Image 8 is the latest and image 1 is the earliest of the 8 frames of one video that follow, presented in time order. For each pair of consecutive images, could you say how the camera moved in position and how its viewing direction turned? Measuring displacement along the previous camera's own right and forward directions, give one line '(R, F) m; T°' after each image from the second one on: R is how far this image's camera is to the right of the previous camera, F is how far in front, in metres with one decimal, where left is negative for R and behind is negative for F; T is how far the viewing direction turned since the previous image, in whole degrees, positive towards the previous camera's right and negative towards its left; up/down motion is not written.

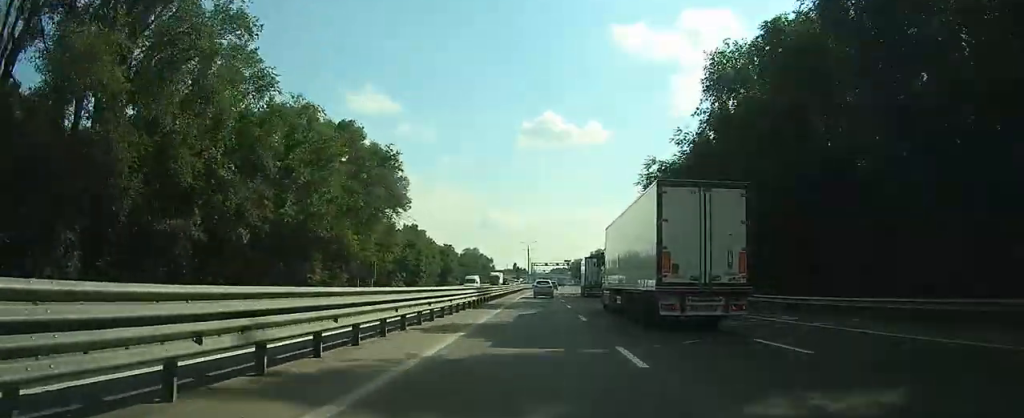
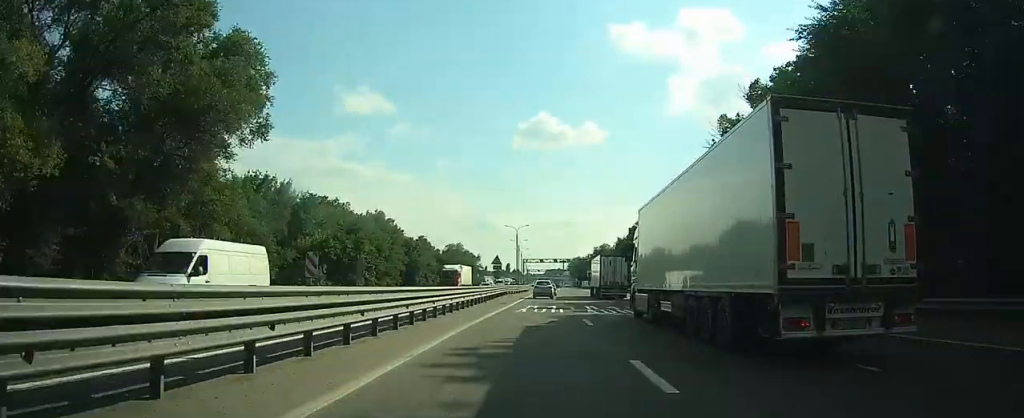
(+0.1, +37.8) m; +1°
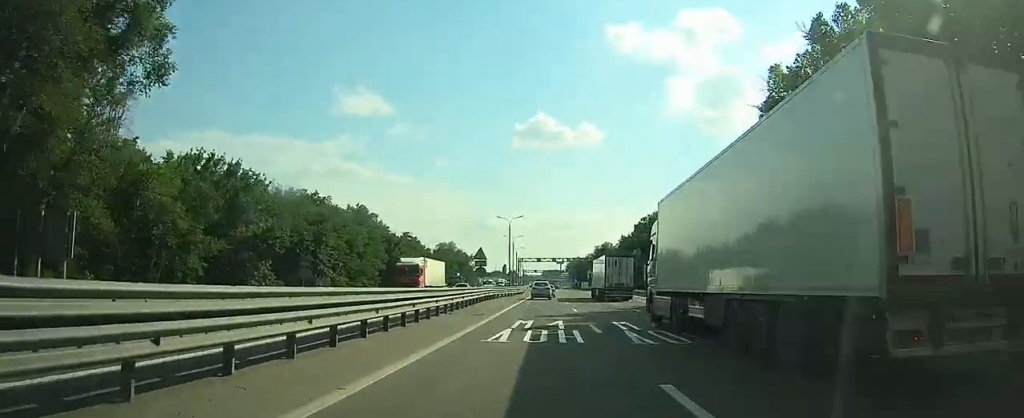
(+0.1, +14.4) m; 0°
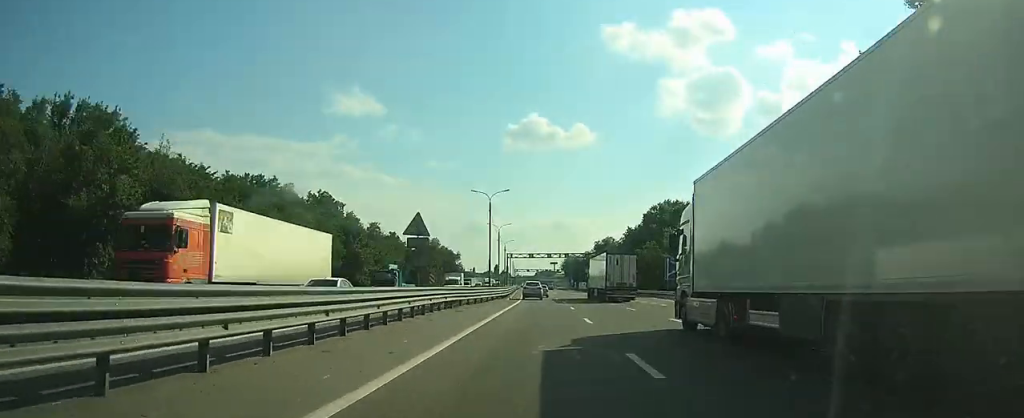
(0.0, +22.1) m; 0°
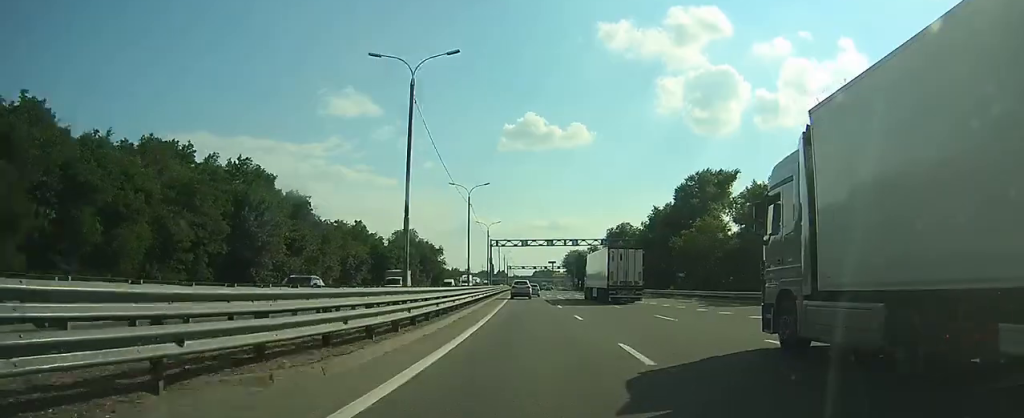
(0.0, +34.9) m; 0°
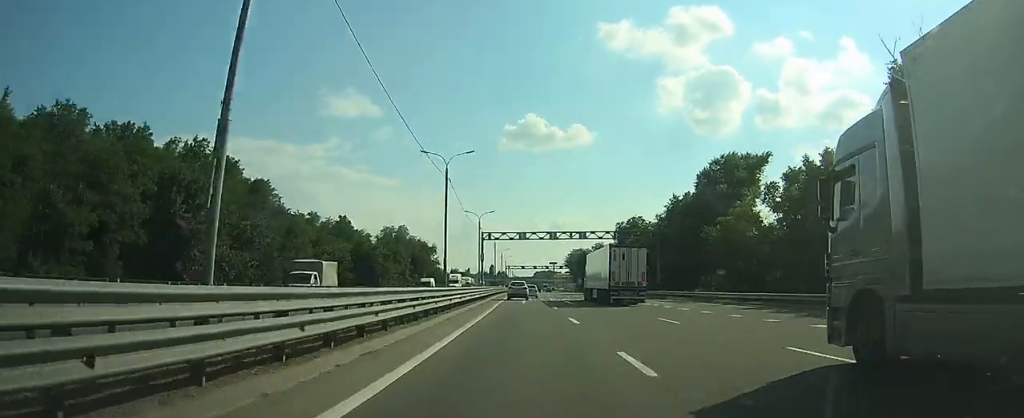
(0.0, +13.7) m; 0°
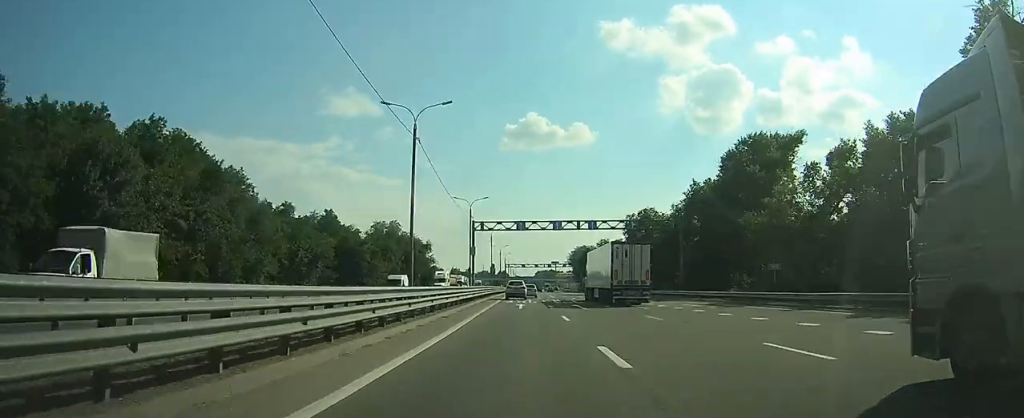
(0.0, +11.1) m; 0°
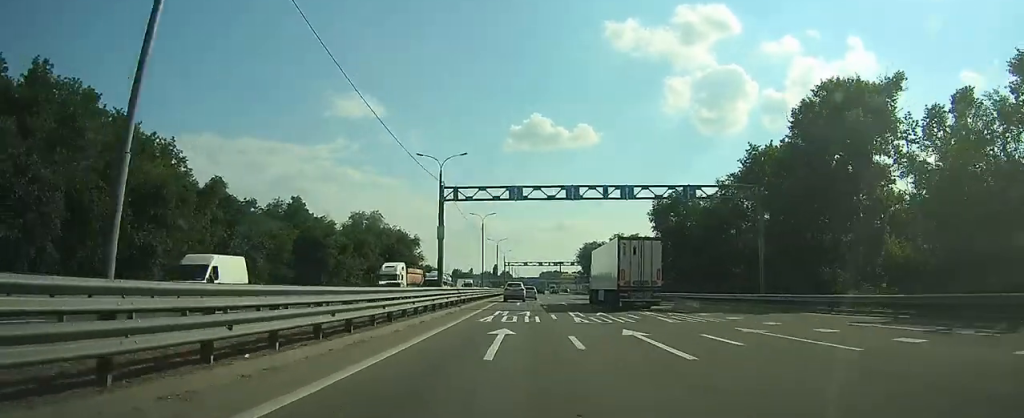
(+0.1, +21.5) m; 0°
